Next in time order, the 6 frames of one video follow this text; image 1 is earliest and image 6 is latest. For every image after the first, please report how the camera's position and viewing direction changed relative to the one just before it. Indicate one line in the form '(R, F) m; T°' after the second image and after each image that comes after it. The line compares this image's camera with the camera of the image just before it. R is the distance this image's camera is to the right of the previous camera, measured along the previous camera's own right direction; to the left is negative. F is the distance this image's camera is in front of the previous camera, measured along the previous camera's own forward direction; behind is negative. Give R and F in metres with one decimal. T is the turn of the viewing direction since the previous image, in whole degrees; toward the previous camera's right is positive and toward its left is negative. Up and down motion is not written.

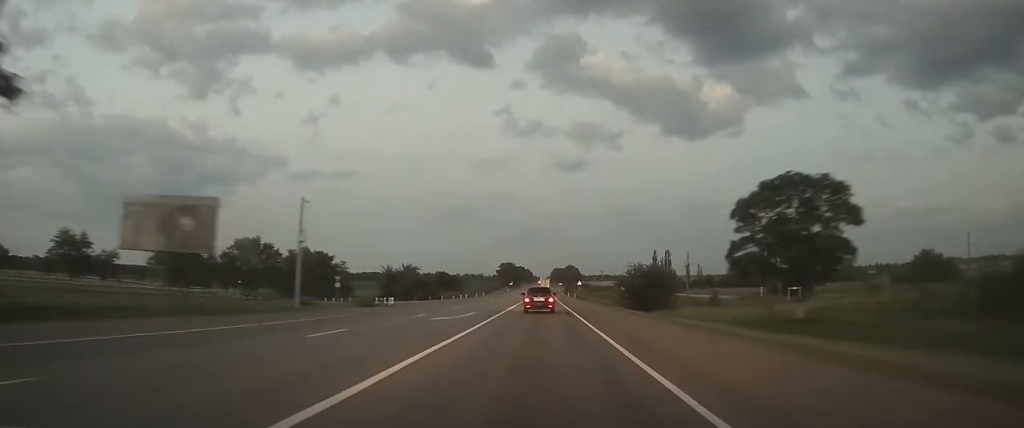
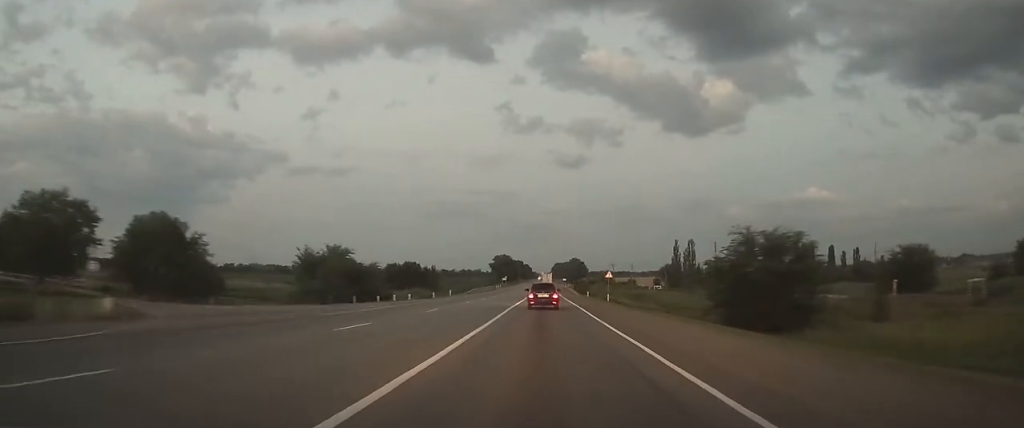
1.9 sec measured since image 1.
(0.0, +47.0) m; 0°
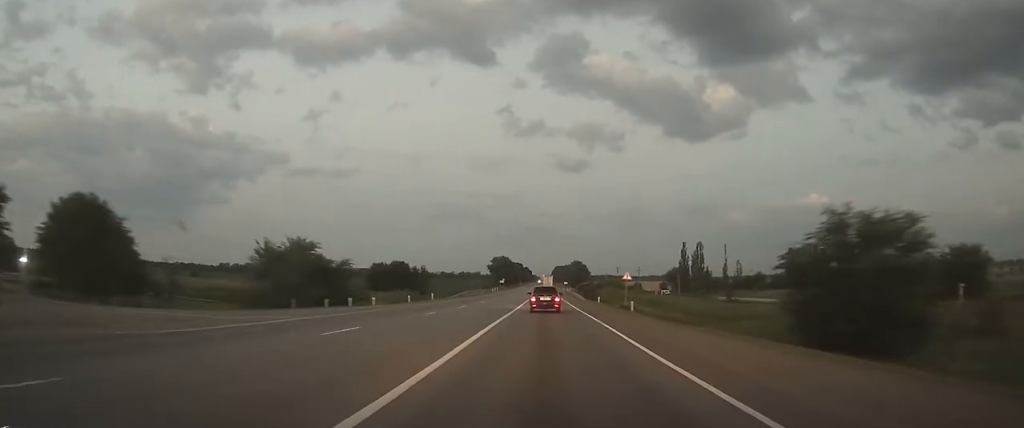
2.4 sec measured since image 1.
(0.0, +13.3) m; 0°
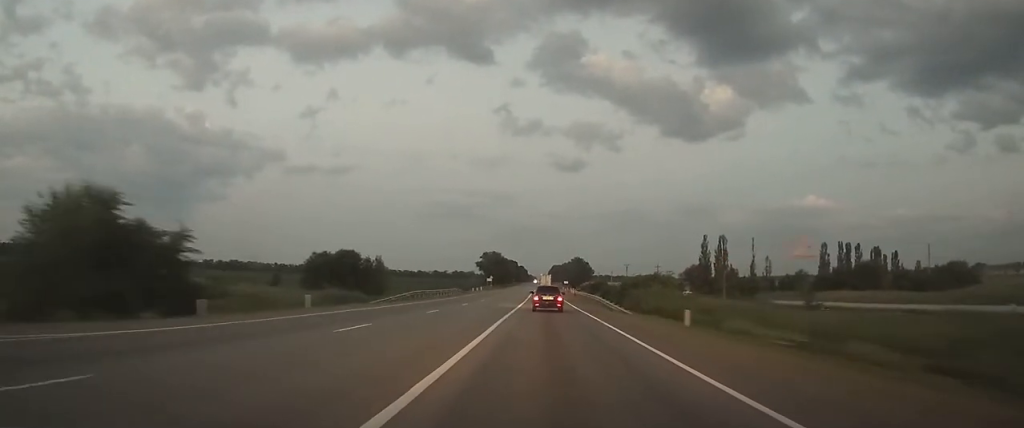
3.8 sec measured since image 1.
(+0.1, +35.8) m; 0°
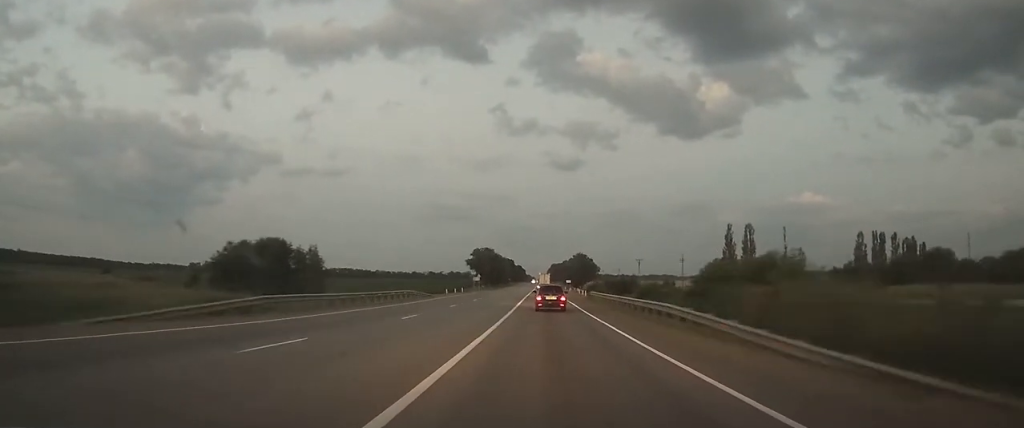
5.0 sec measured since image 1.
(0.0, +29.1) m; 0°
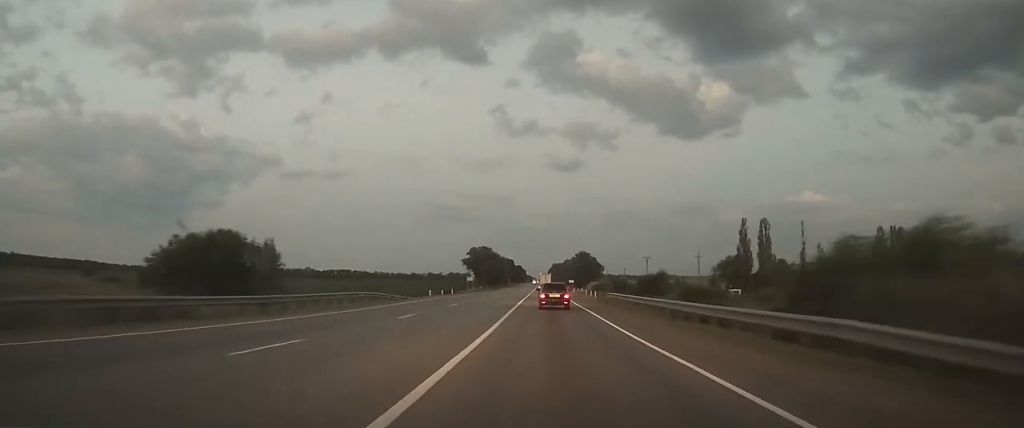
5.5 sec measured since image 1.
(0.0, +12.4) m; 0°
